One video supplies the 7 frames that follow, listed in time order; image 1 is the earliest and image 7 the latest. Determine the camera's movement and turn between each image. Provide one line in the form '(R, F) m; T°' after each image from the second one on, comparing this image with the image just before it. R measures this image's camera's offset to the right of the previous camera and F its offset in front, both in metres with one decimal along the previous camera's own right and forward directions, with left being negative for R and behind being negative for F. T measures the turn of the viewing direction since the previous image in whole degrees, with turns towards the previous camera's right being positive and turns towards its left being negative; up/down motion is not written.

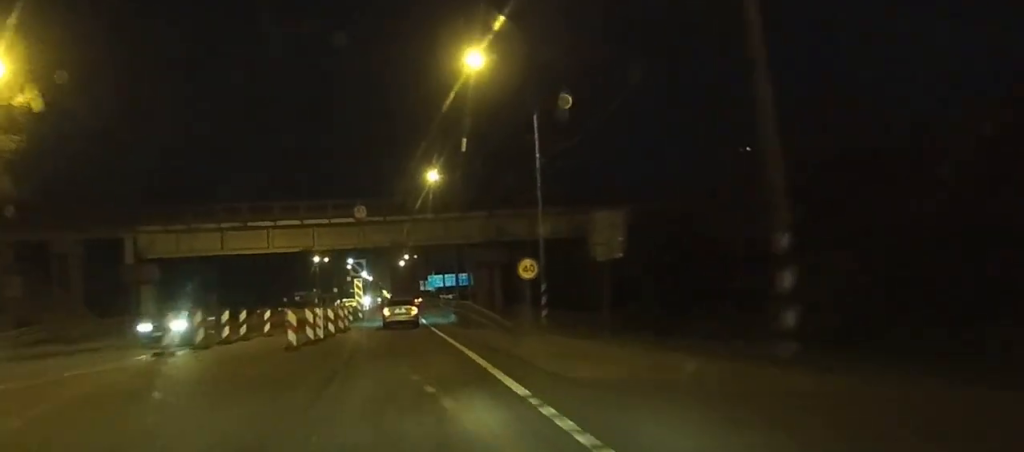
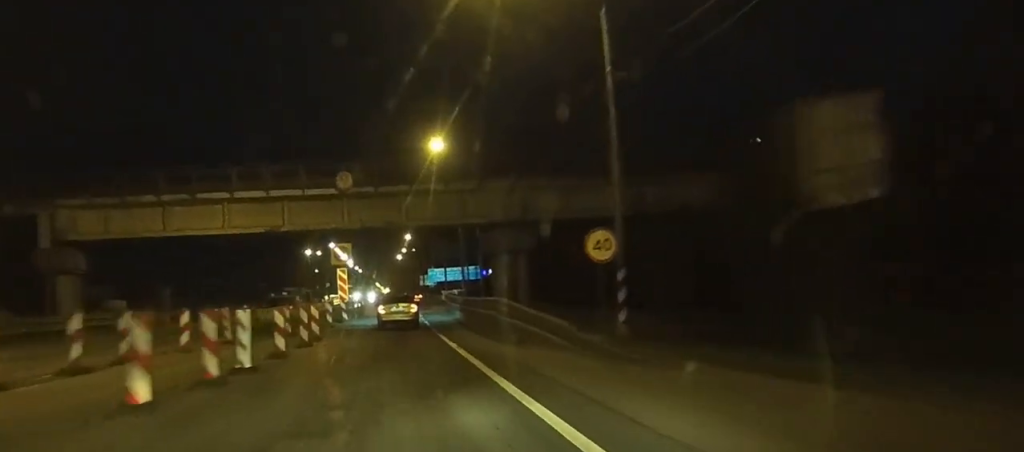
(0.0, +13.7) m; 0°
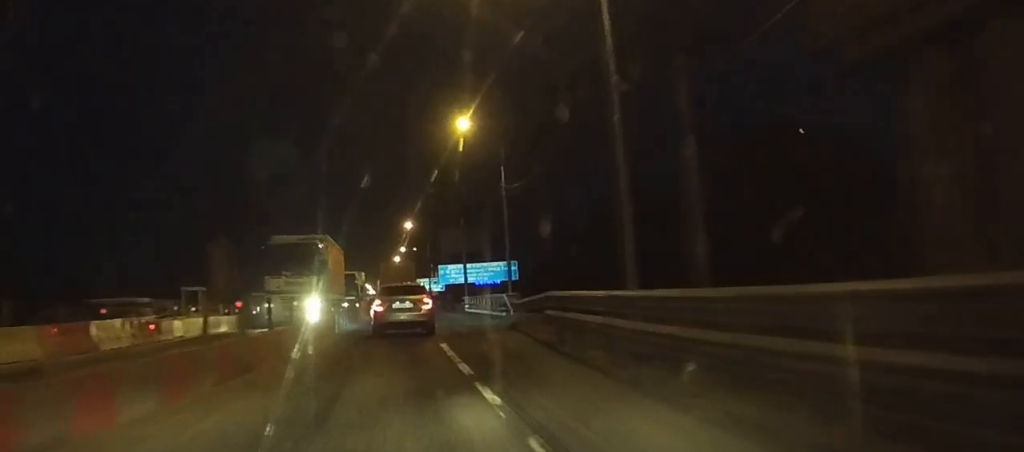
(-0.1, +40.6) m; 0°
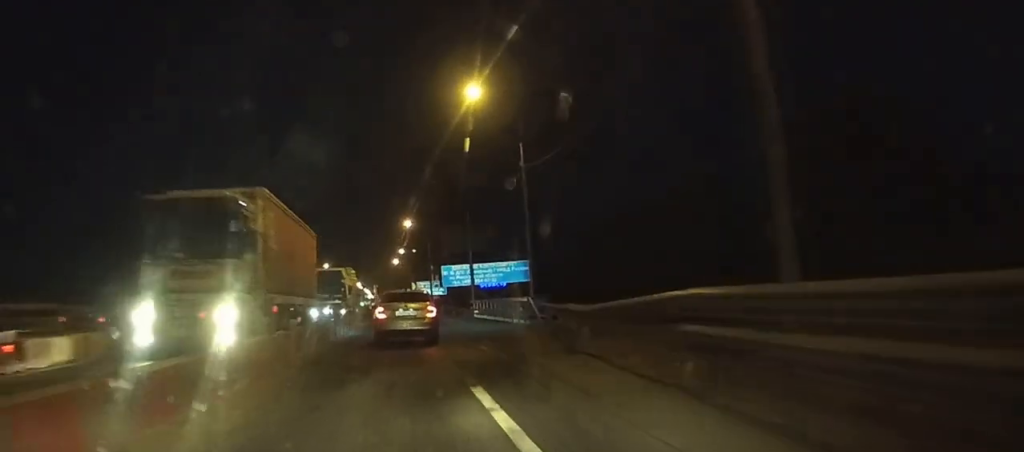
(0.0, +9.2) m; 0°
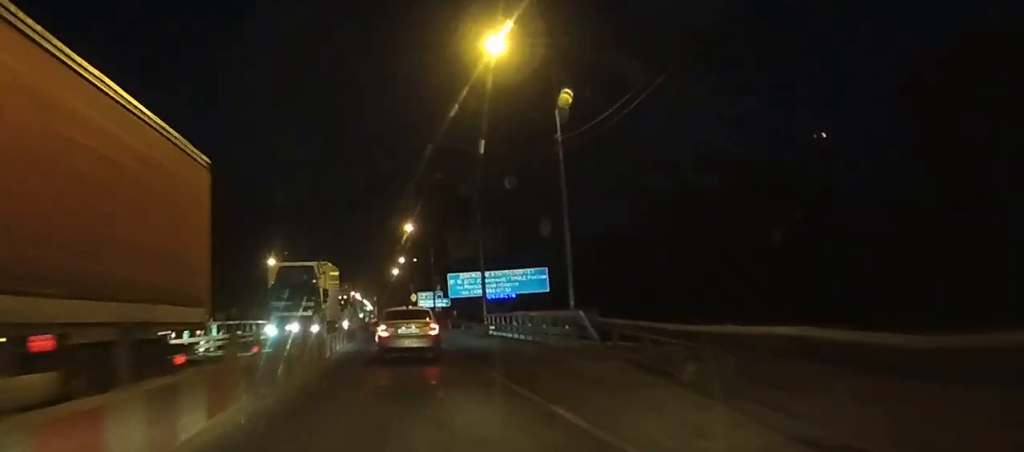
(+0.1, +10.4) m; +1°
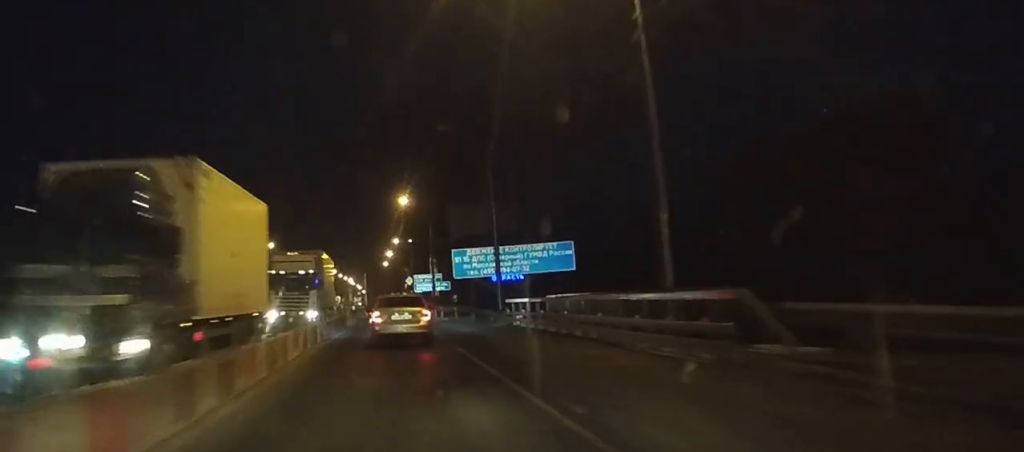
(+0.1, +12.8) m; +1°
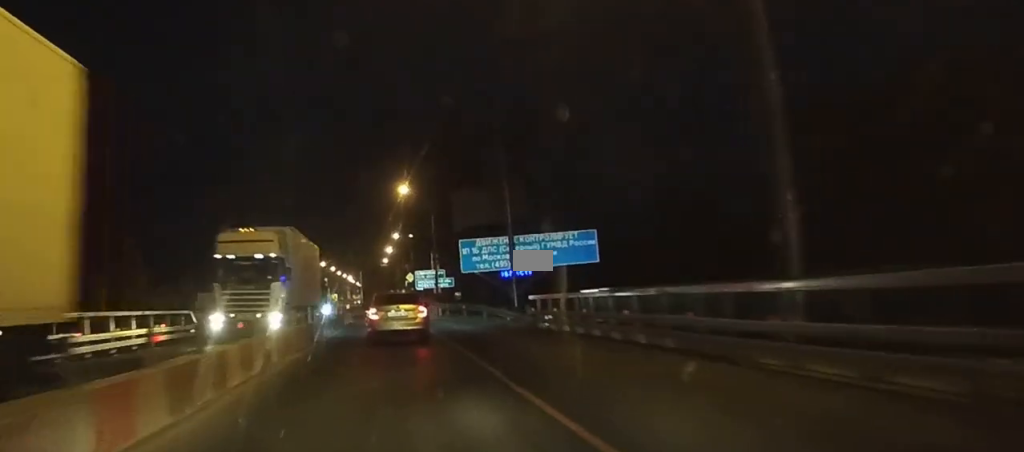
(0.0, +6.6) m; 0°
